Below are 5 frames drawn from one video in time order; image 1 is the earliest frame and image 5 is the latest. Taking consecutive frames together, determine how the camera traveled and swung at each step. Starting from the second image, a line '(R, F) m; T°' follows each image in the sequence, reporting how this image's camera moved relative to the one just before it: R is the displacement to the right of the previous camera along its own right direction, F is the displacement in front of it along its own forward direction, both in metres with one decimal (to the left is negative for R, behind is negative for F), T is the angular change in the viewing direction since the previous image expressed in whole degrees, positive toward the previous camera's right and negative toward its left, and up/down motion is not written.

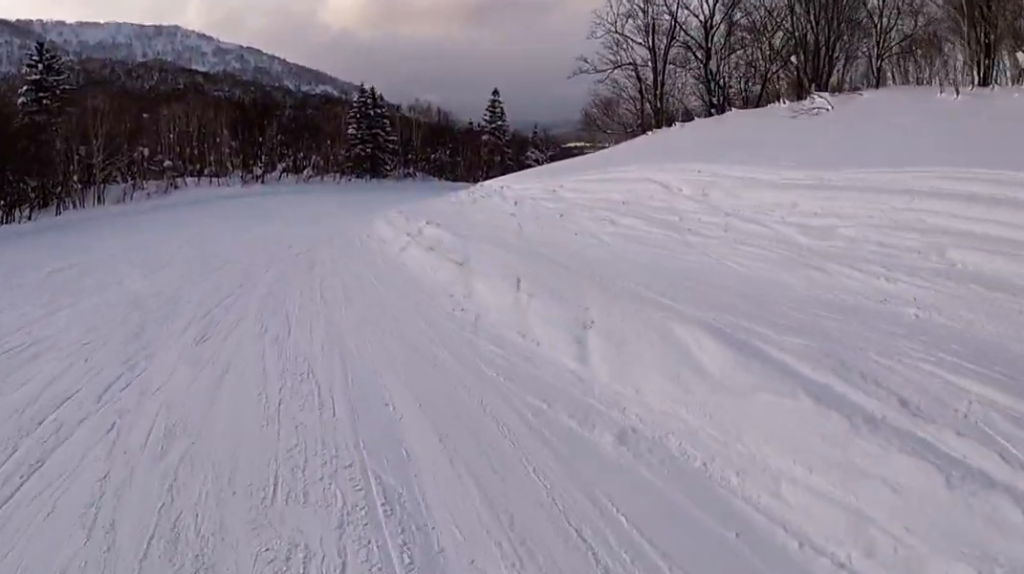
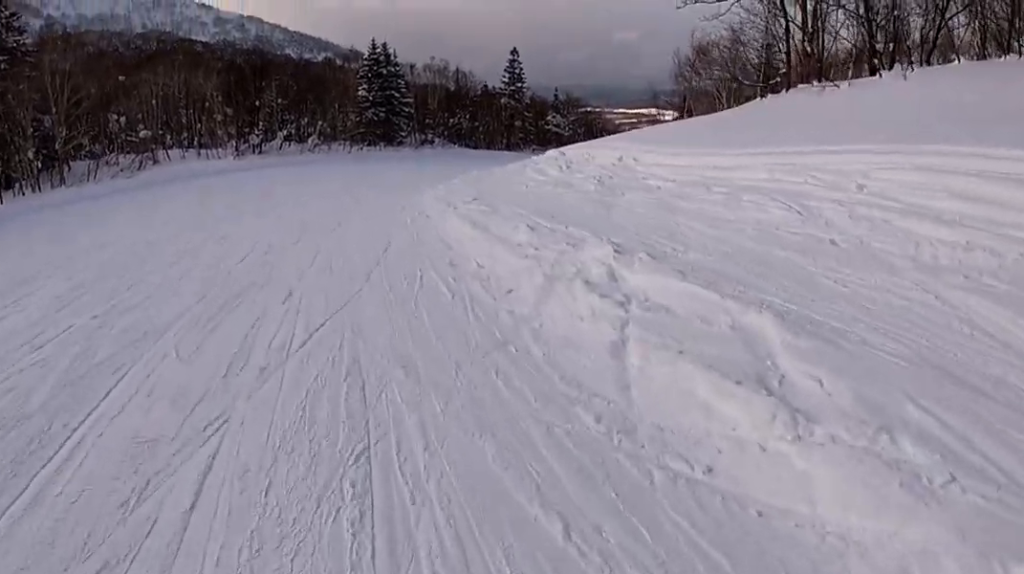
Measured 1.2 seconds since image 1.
(+0.1, +9.6) m; +9°
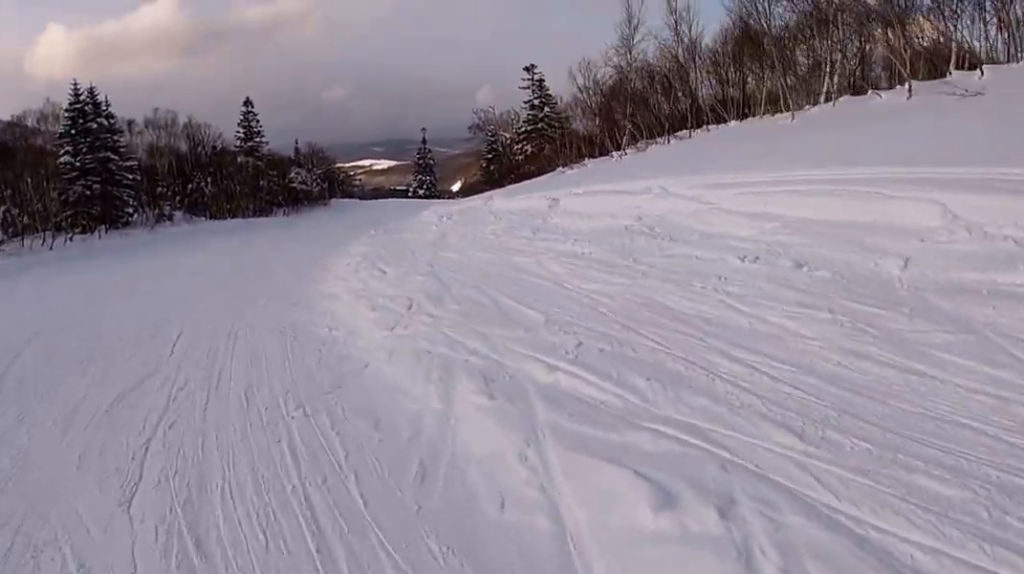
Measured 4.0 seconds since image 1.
(+1.8, +20.8) m; +15°
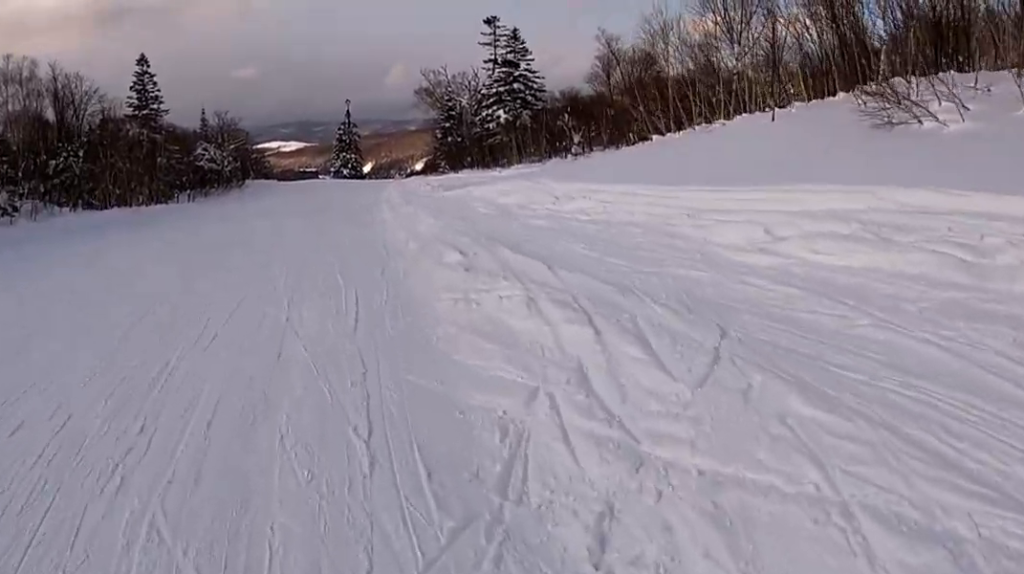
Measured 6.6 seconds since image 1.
(+2.1, +19.7) m; +11°
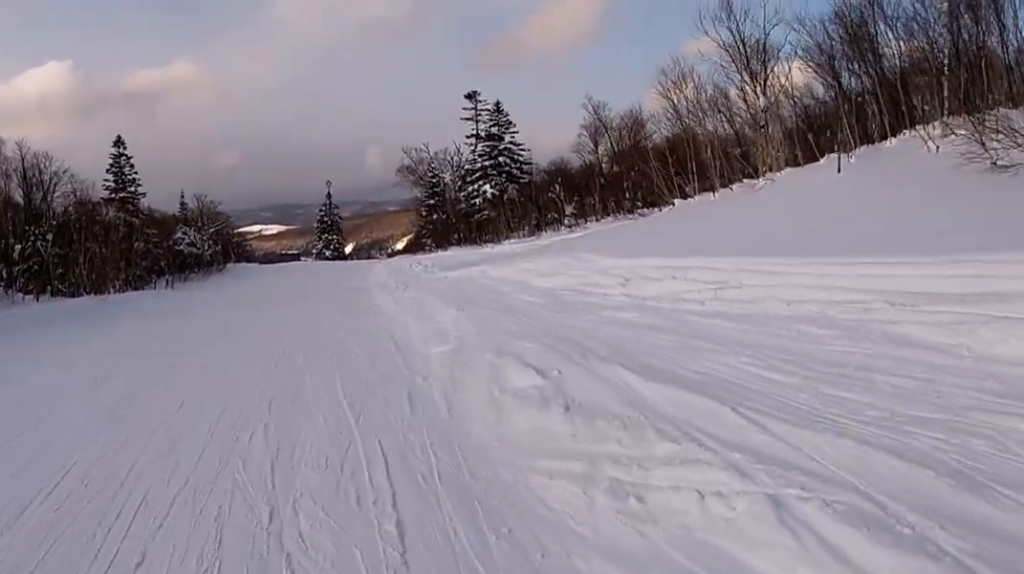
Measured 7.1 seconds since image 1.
(+0.4, +3.5) m; 0°
